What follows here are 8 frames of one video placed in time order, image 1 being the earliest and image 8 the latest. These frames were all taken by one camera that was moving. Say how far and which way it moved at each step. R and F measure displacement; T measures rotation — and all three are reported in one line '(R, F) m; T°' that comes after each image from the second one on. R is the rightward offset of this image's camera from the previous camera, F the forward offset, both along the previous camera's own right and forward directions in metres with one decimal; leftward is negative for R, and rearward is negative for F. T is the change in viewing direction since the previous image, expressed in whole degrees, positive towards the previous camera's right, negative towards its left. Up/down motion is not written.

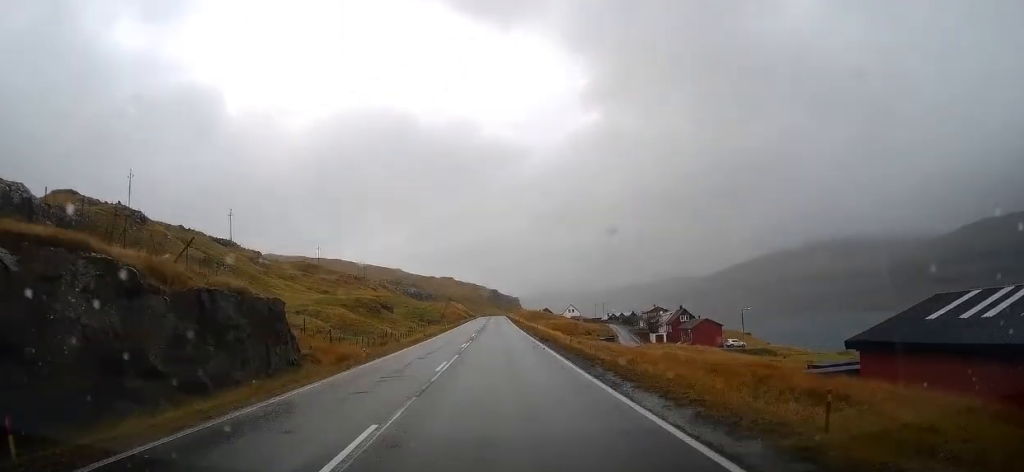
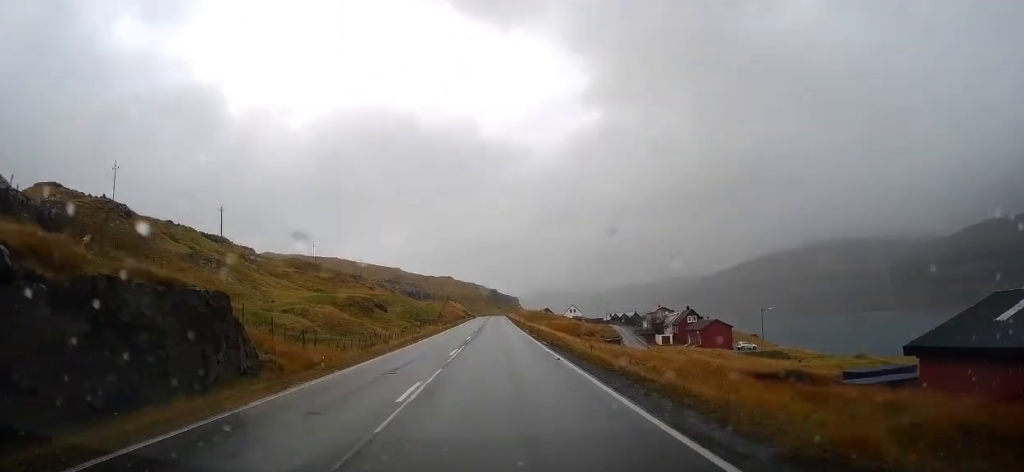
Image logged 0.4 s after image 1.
(0.0, +5.8) m; 0°
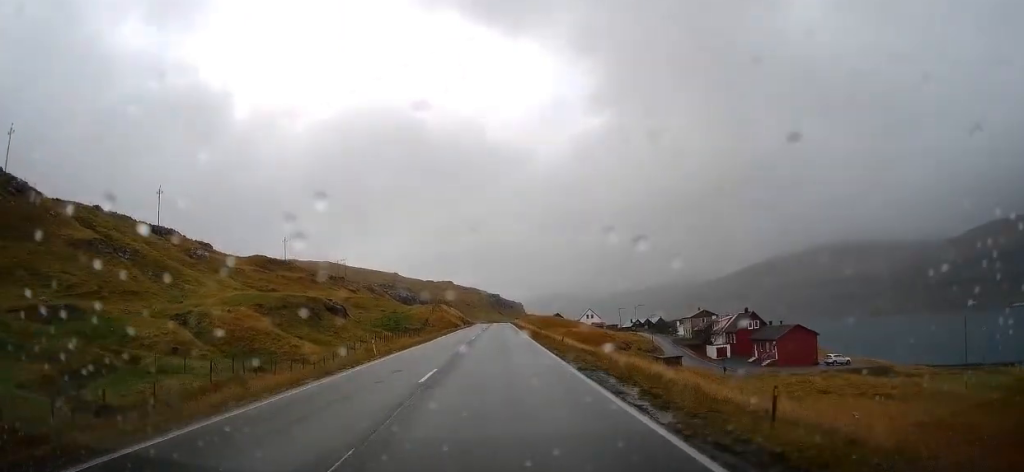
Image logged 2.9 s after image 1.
(-0.1, +32.8) m; 0°
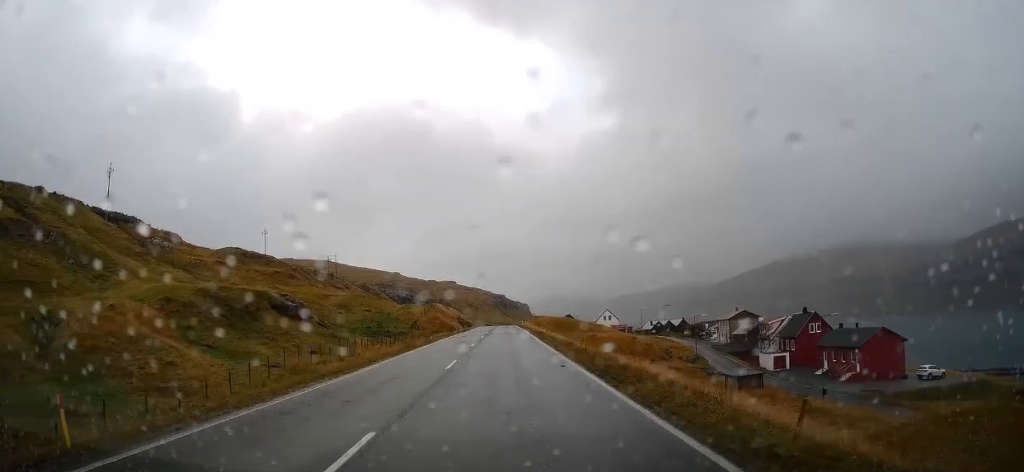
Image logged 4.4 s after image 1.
(+0.2, +20.9) m; +1°
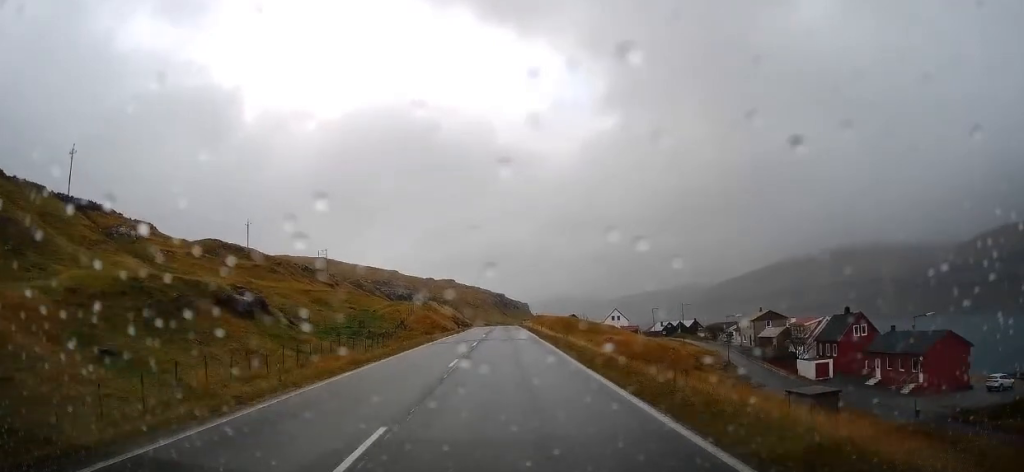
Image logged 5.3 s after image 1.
(-0.1, +12.4) m; 0°
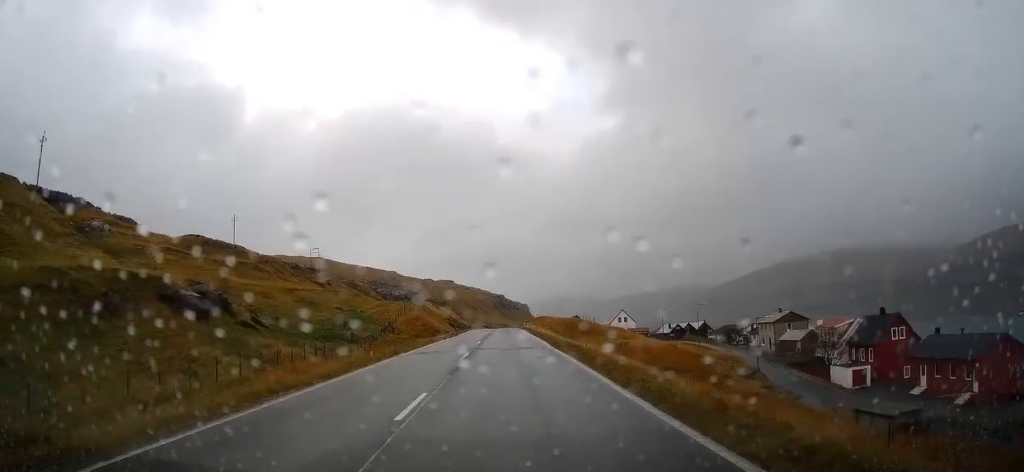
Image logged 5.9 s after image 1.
(0.0, +8.7) m; -1°
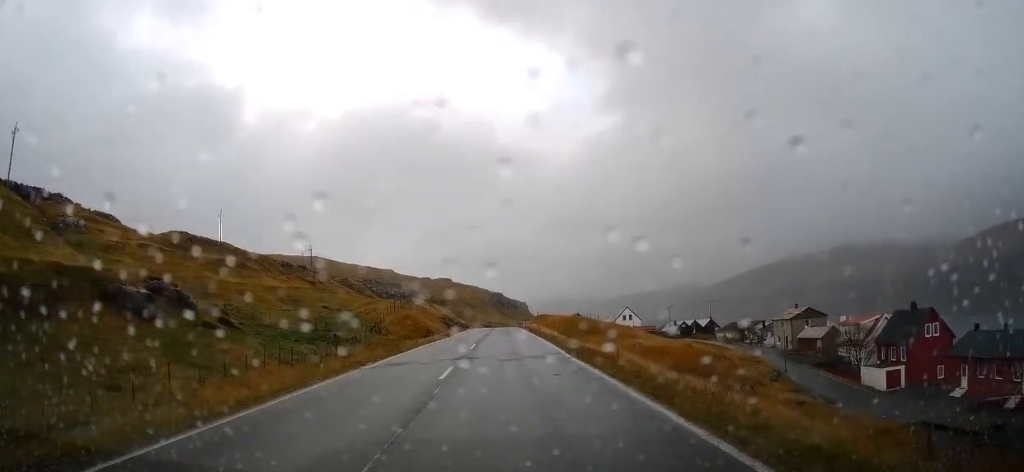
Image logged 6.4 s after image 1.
(+0.1, +6.9) m; 0°
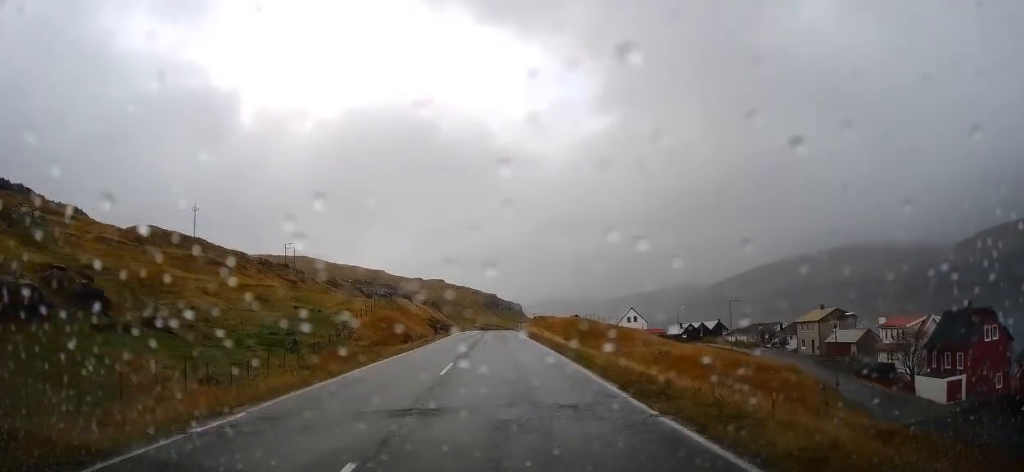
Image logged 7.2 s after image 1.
(-0.2, +10.9) m; 0°
